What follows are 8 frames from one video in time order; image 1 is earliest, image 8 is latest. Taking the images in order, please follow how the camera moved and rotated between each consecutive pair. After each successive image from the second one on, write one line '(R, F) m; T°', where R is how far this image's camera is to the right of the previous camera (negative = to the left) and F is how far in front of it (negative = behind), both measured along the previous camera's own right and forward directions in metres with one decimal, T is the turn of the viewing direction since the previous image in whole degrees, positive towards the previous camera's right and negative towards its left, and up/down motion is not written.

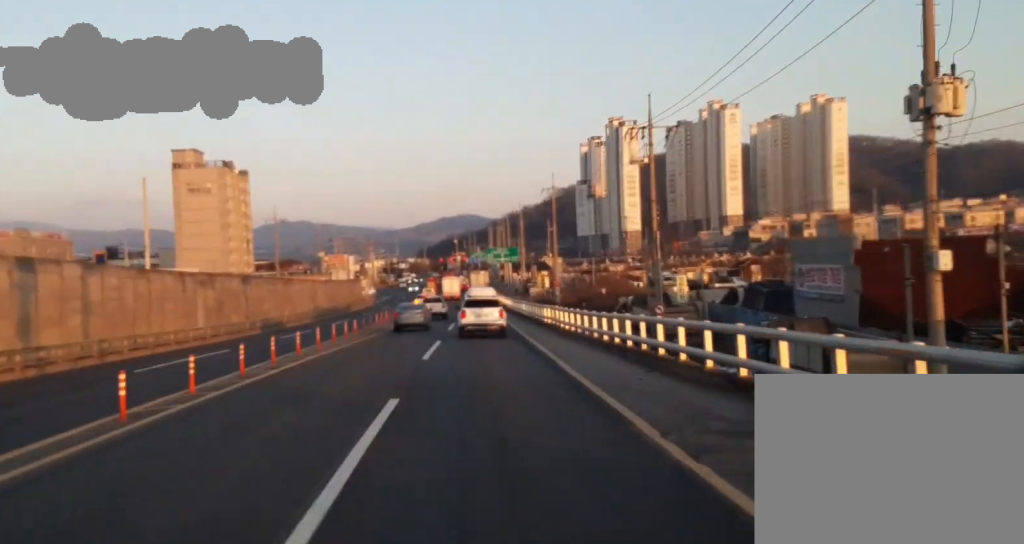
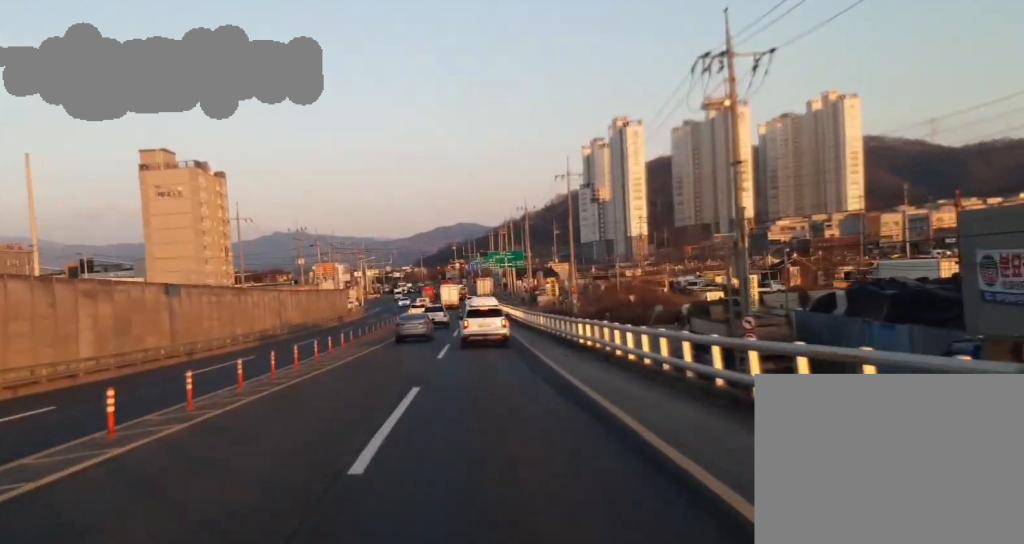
(-0.3, +16.8) m; -1°
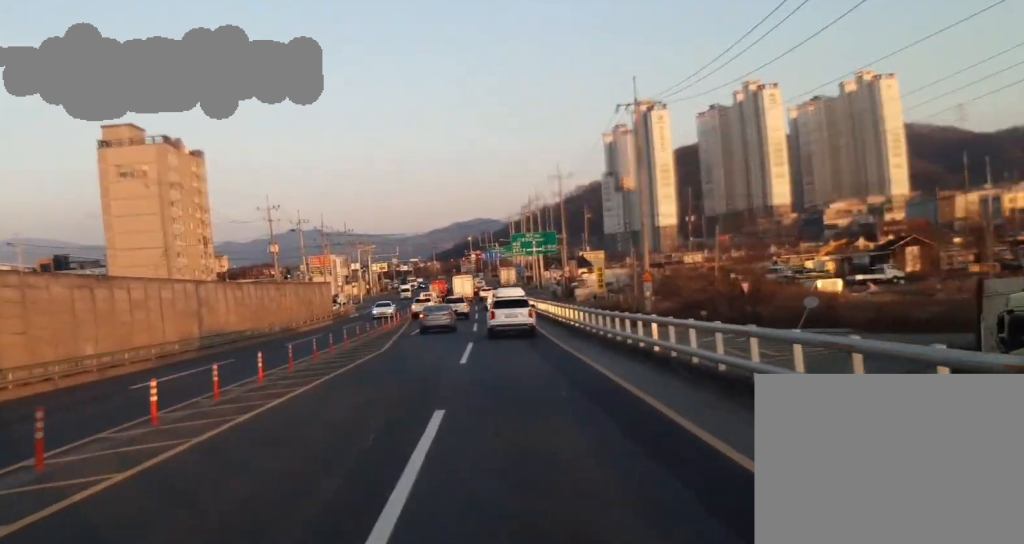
(+0.1, +29.2) m; 0°
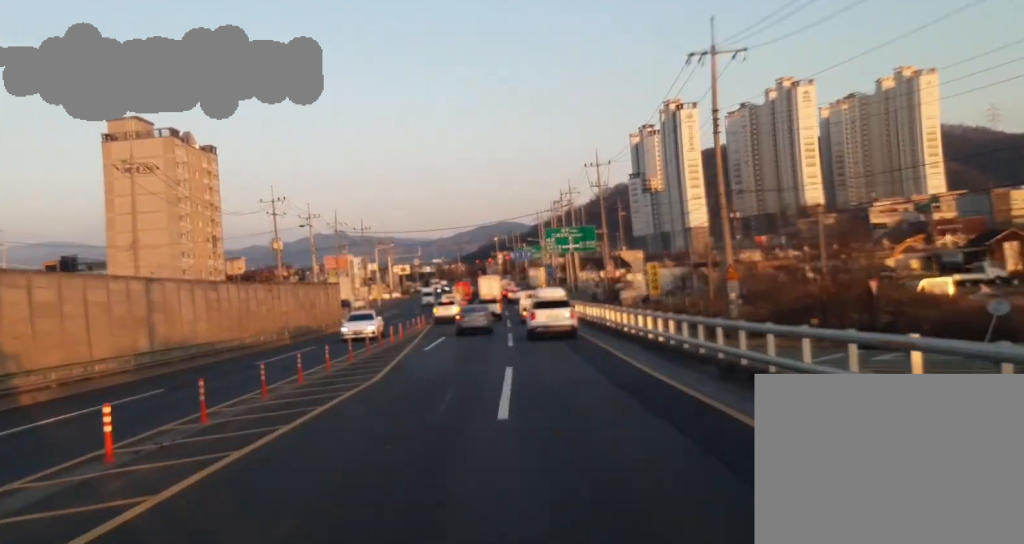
(0.0, +12.9) m; 0°
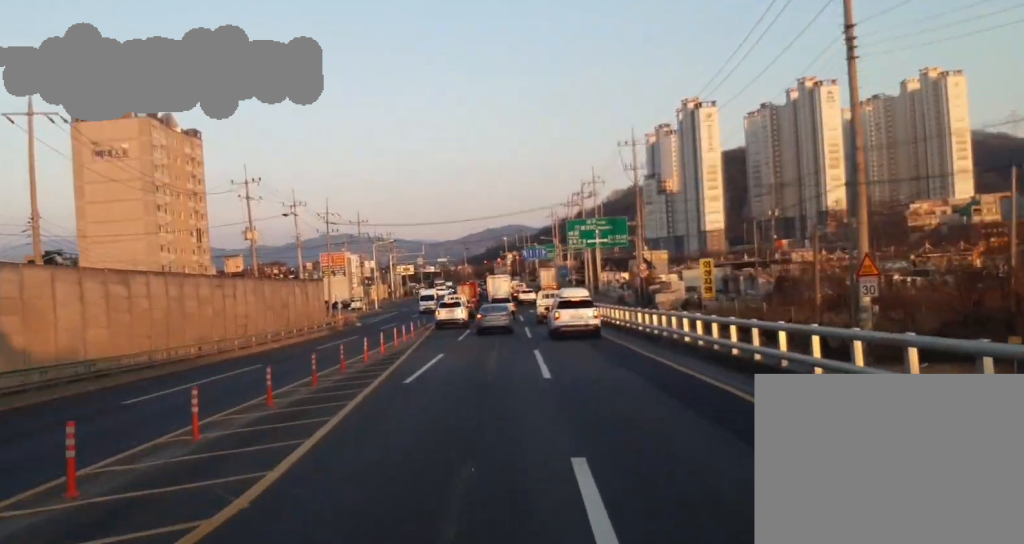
(-0.1, +15.0) m; +1°
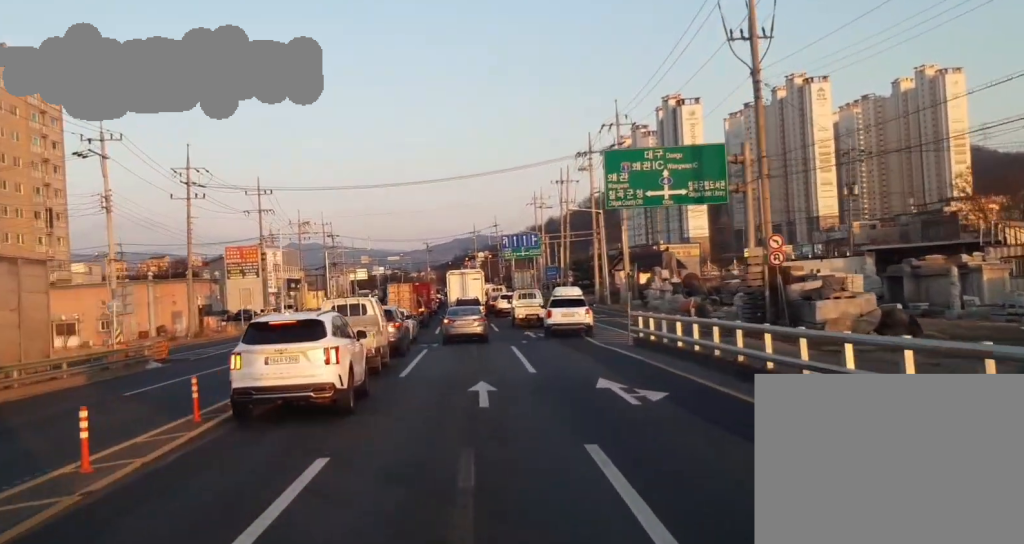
(+1.1, +43.7) m; +2°
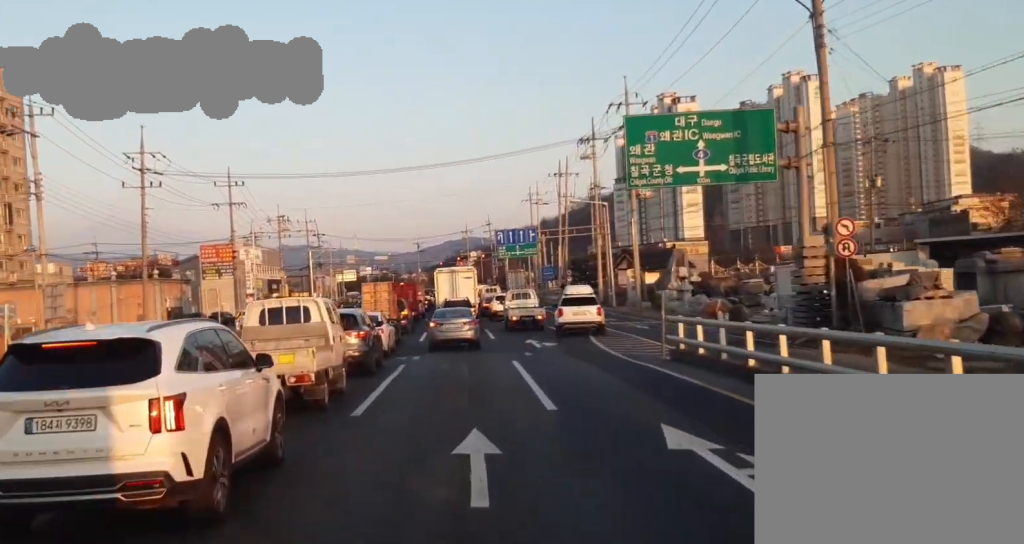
(0.0, +7.2) m; 0°
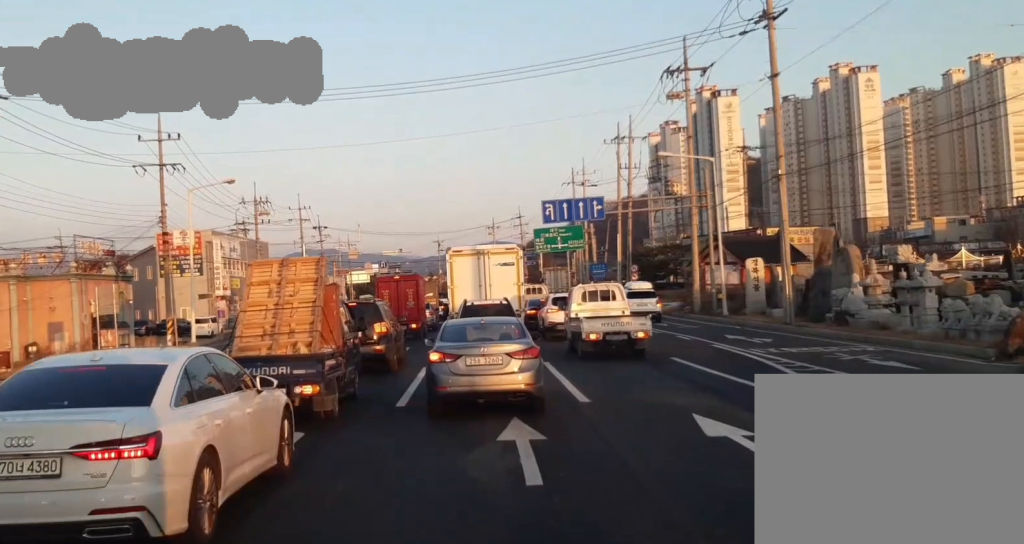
(0.0, +24.9) m; 0°
